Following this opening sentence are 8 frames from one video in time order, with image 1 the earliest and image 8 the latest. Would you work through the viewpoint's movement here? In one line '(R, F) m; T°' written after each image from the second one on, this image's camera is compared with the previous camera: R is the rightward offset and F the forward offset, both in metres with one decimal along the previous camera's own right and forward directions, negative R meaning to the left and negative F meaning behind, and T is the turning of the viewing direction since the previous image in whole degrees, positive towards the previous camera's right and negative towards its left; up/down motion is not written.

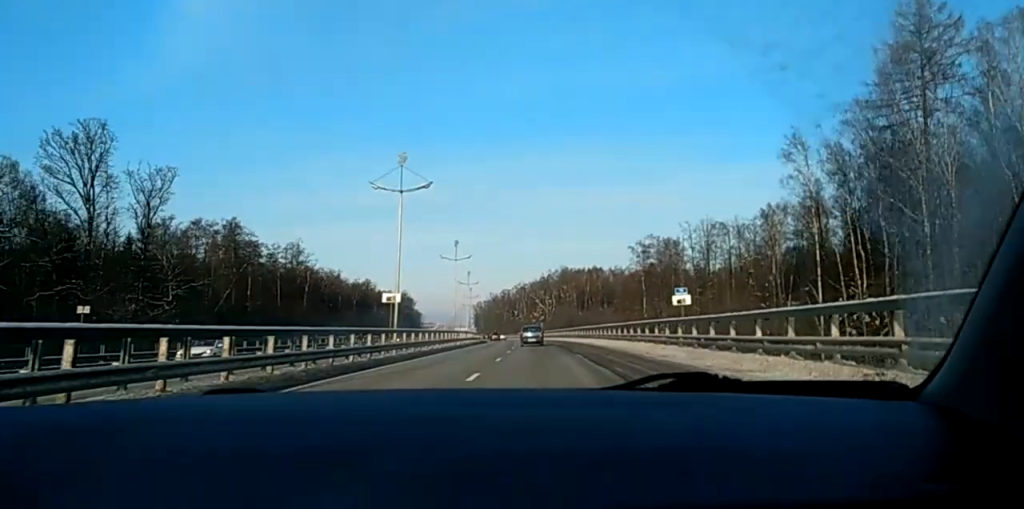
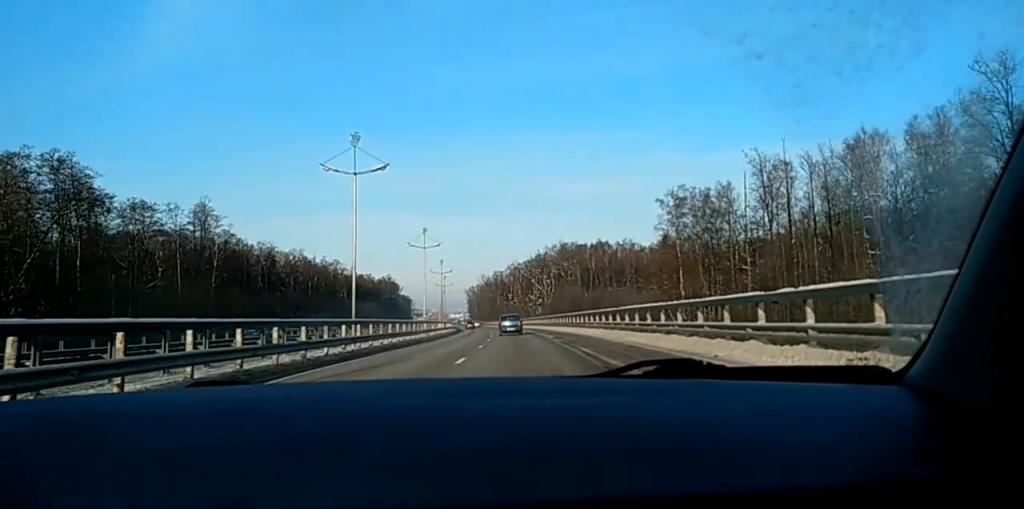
(+0.6, +40.7) m; +1°
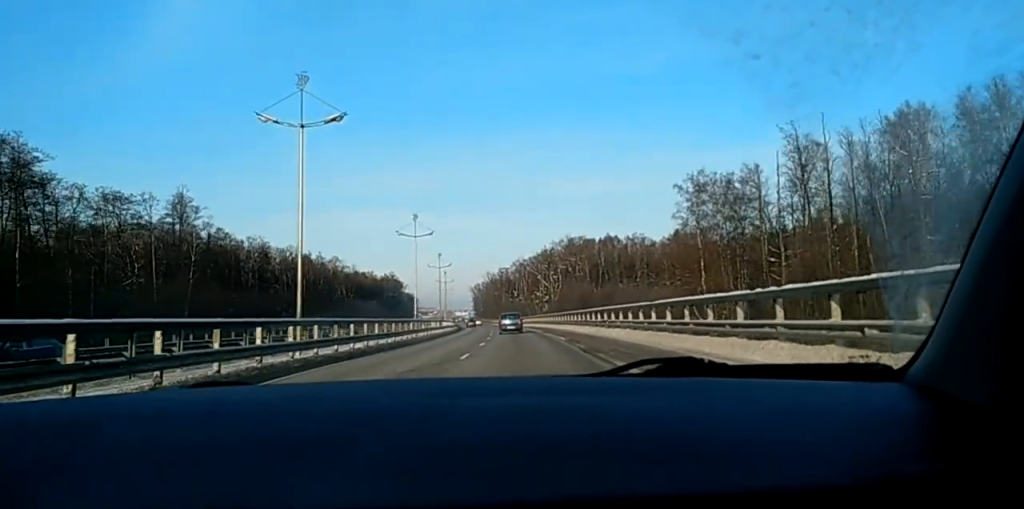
(0.0, +10.4) m; 0°
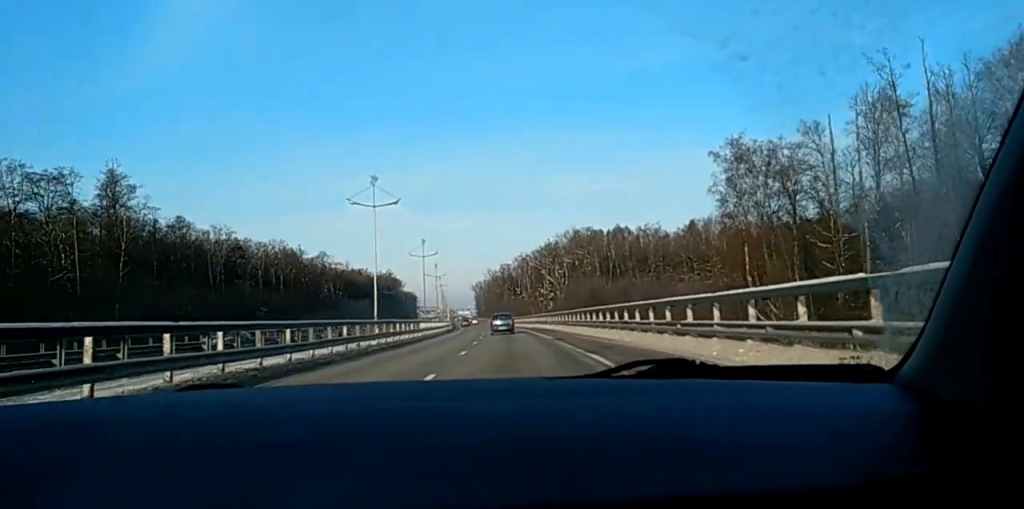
(0.0, +20.9) m; -2°
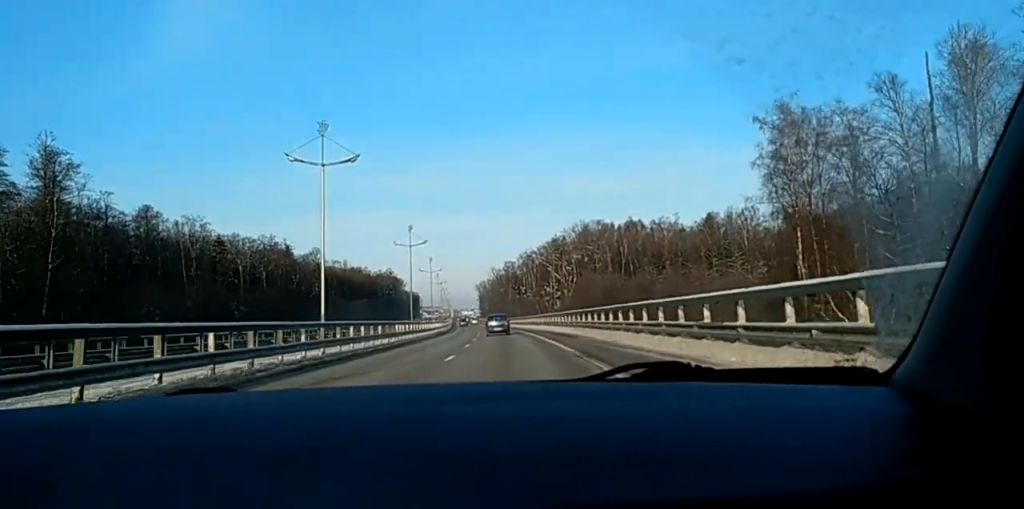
(-0.2, +14.6) m; -1°
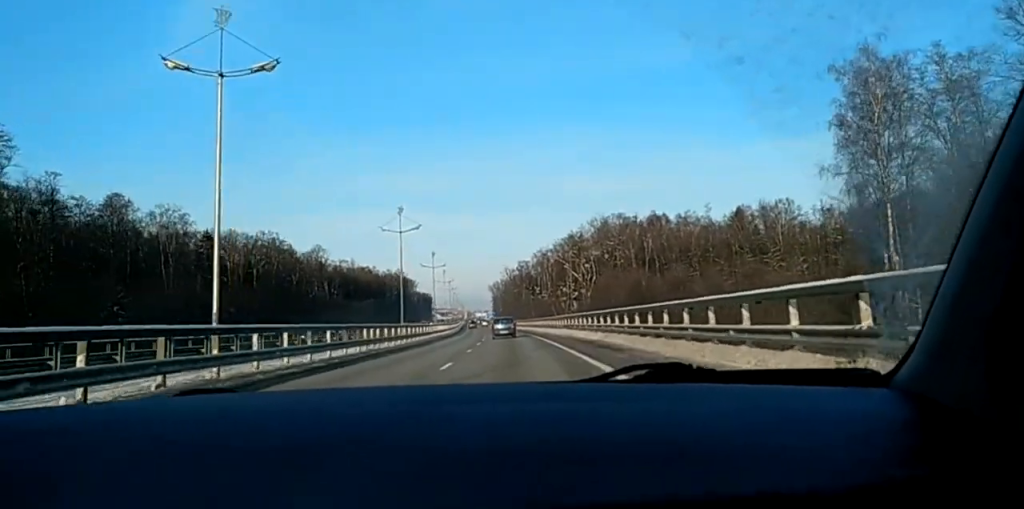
(-0.7, +15.7) m; -1°
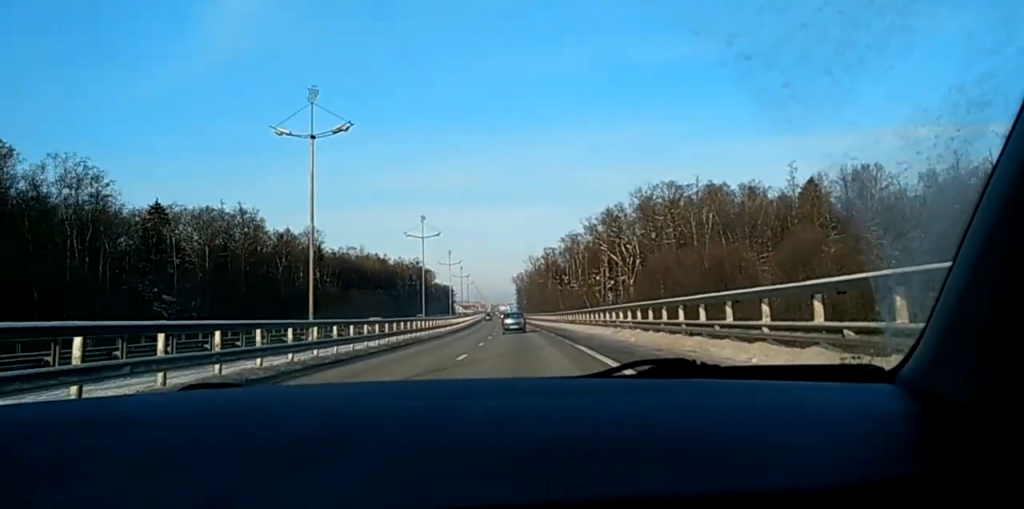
(+0.5, +33.3) m; 0°
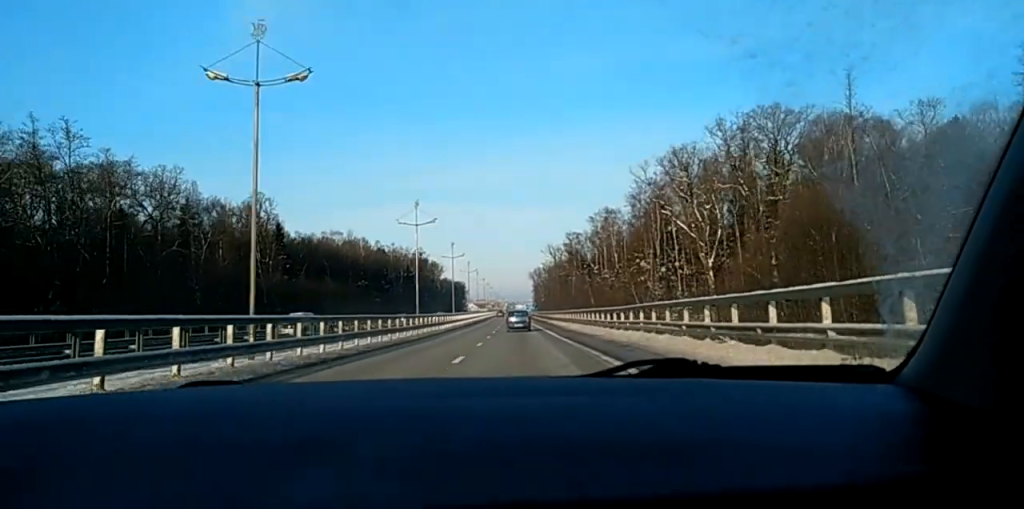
(-0.9, +51.0) m; -2°
